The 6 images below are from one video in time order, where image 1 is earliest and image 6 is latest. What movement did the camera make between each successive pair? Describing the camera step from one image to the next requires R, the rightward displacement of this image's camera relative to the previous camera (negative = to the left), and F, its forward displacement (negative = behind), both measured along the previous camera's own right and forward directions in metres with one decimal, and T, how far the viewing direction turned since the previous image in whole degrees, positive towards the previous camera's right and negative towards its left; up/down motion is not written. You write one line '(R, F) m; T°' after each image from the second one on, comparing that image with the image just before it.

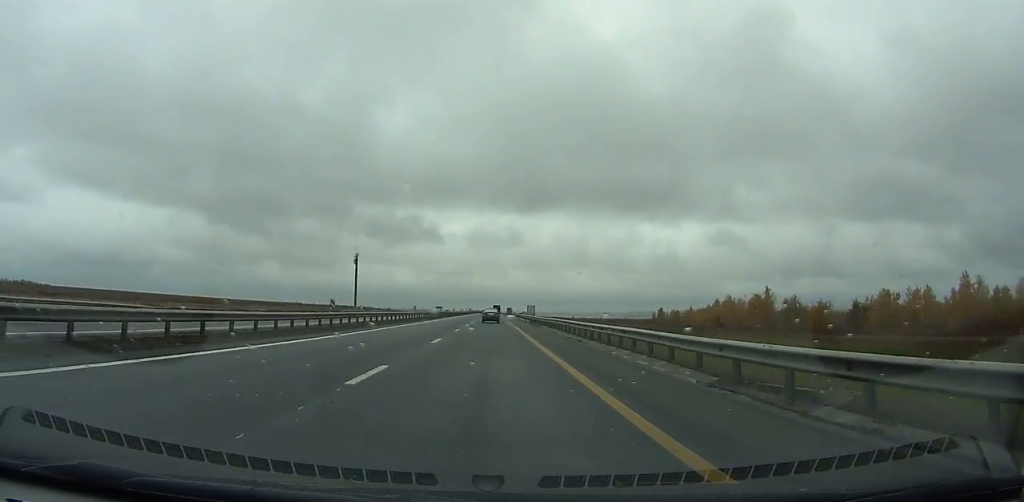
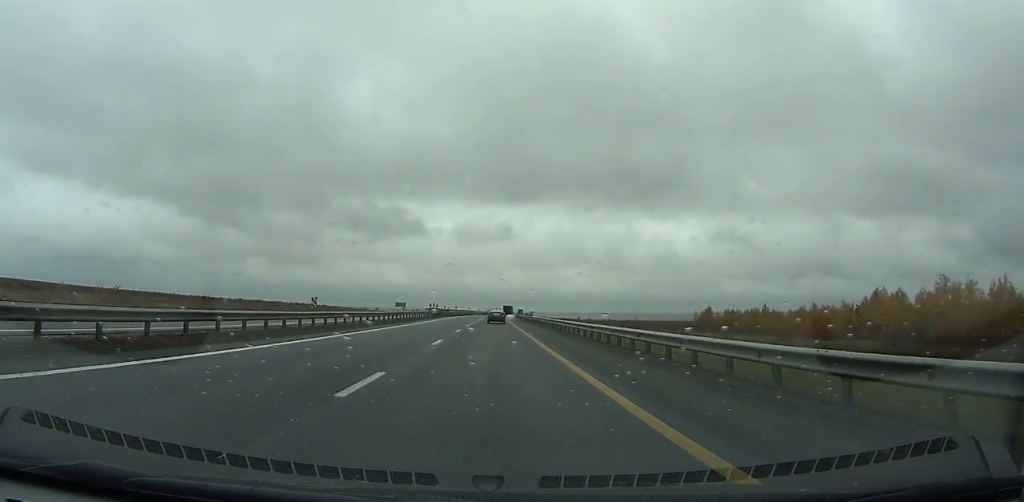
(-0.2, +120.9) m; 0°
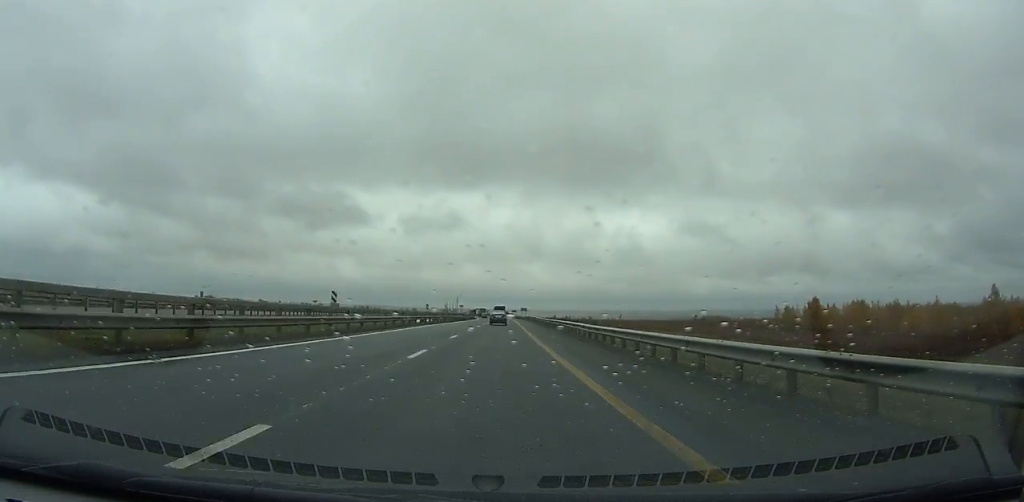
(+2.6, +176.8) m; +2°
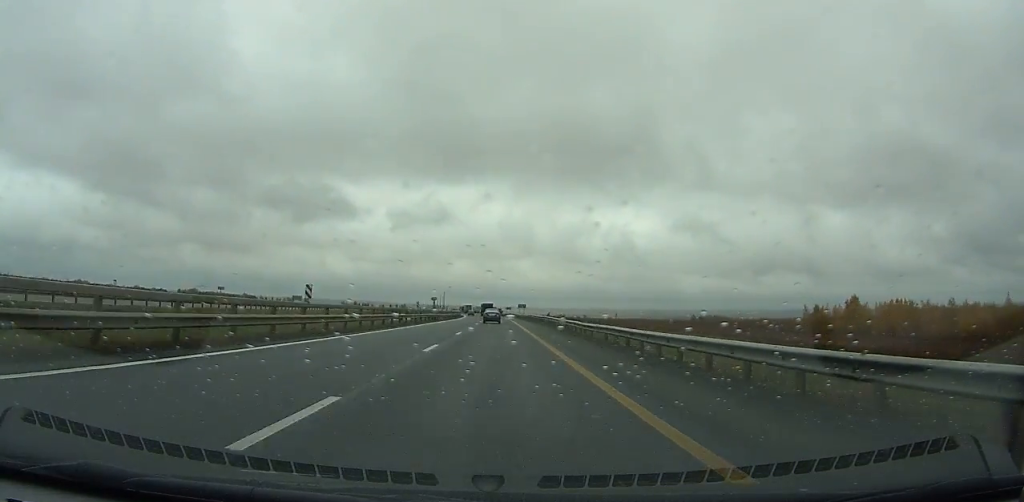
(+0.1, +36.2) m; +1°
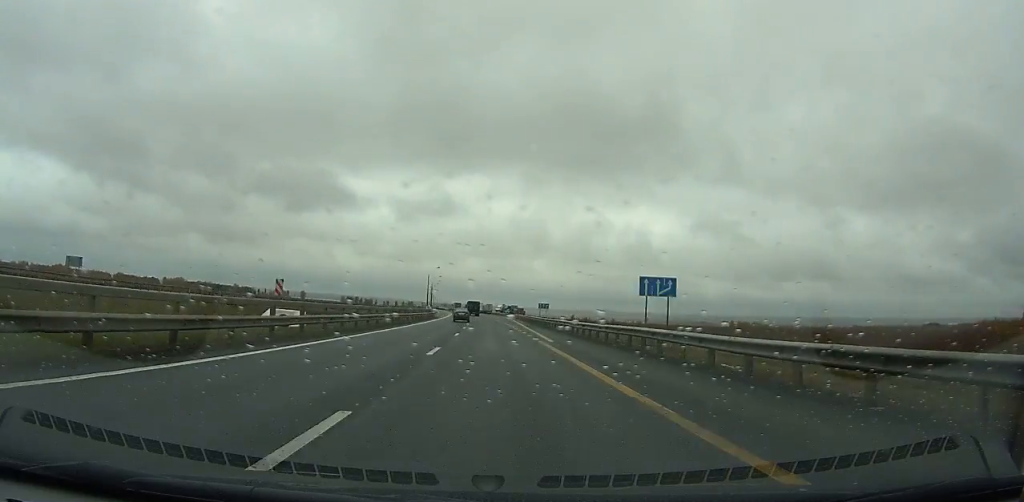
(+1.3, +111.7) m; 0°
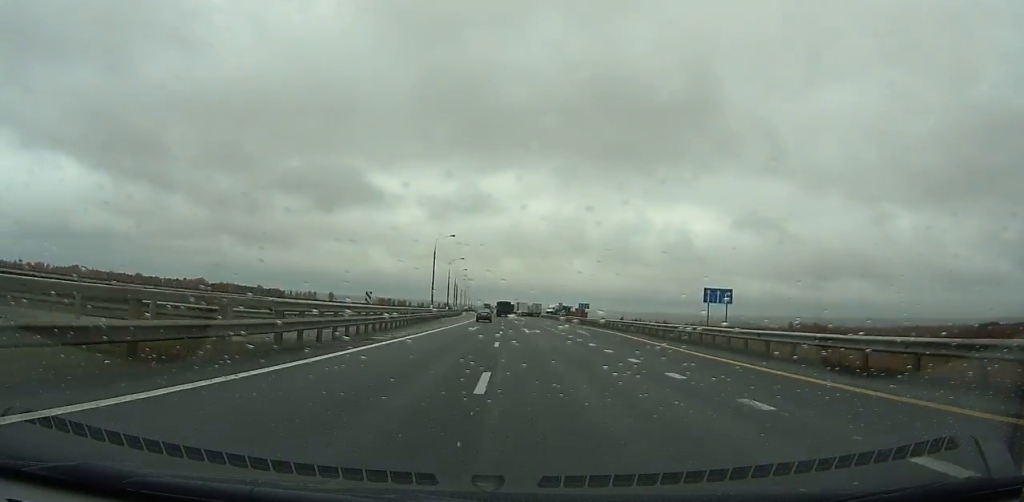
(-1.0, +66.4) m; -2°
